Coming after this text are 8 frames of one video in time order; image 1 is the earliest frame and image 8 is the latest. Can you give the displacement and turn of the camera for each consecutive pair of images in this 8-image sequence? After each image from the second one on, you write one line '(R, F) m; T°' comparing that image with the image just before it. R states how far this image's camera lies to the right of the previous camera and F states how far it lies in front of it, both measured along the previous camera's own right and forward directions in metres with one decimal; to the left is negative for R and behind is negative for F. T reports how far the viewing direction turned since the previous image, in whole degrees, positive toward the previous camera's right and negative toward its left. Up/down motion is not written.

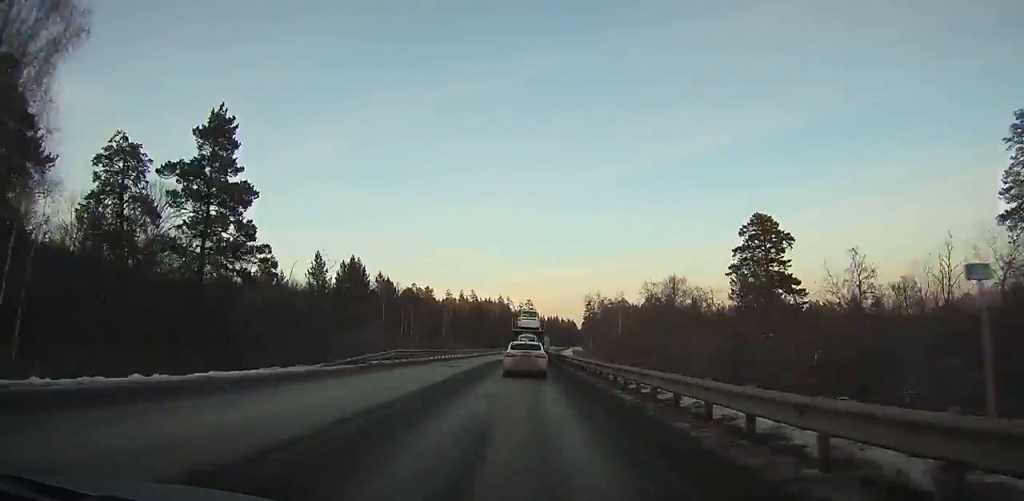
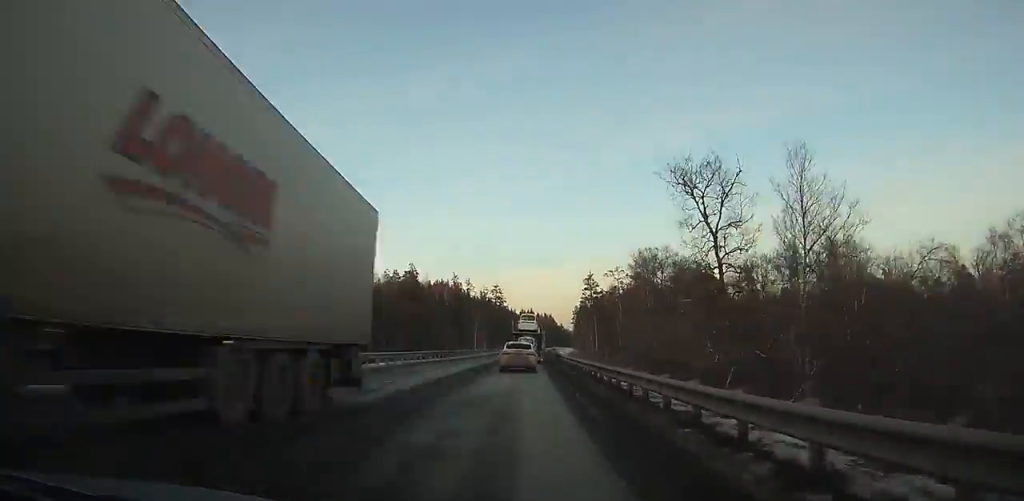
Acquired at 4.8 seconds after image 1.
(+1.9, +100.0) m; +2°
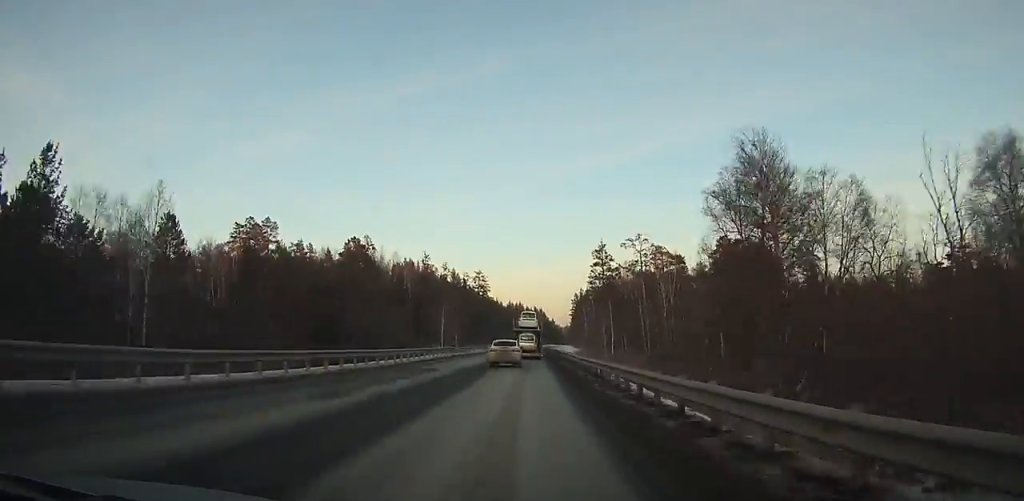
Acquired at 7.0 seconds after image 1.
(+0.3, +46.6) m; +1°
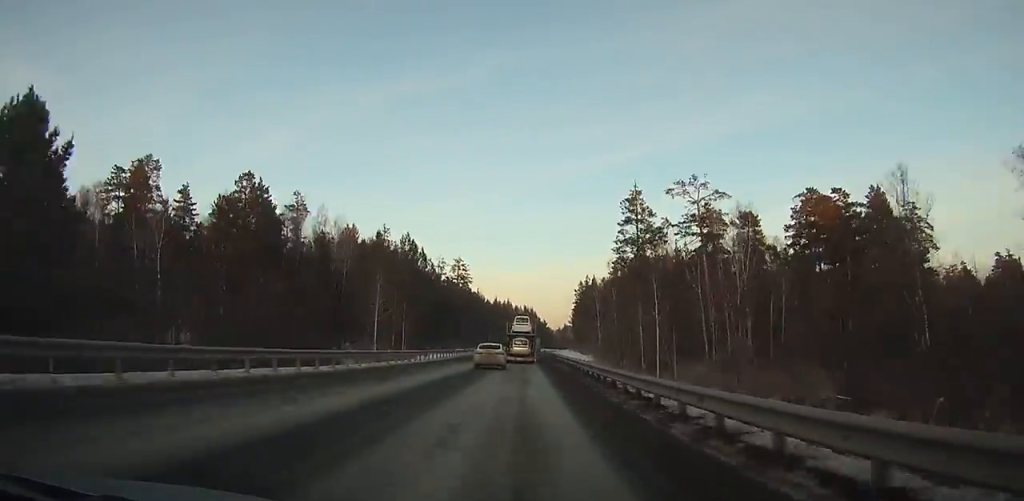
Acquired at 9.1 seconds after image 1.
(+0.2, +44.9) m; +1°
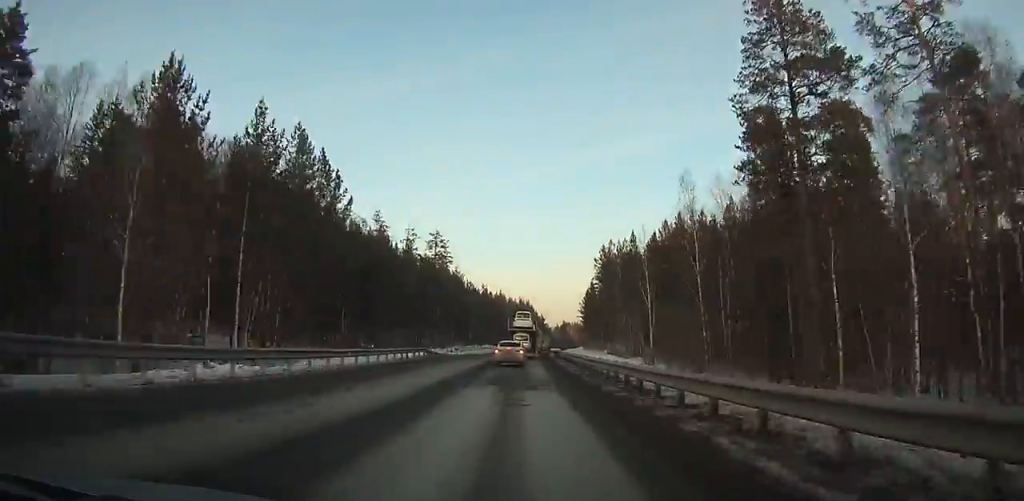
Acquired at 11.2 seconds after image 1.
(+0.4, +44.8) m; +1°
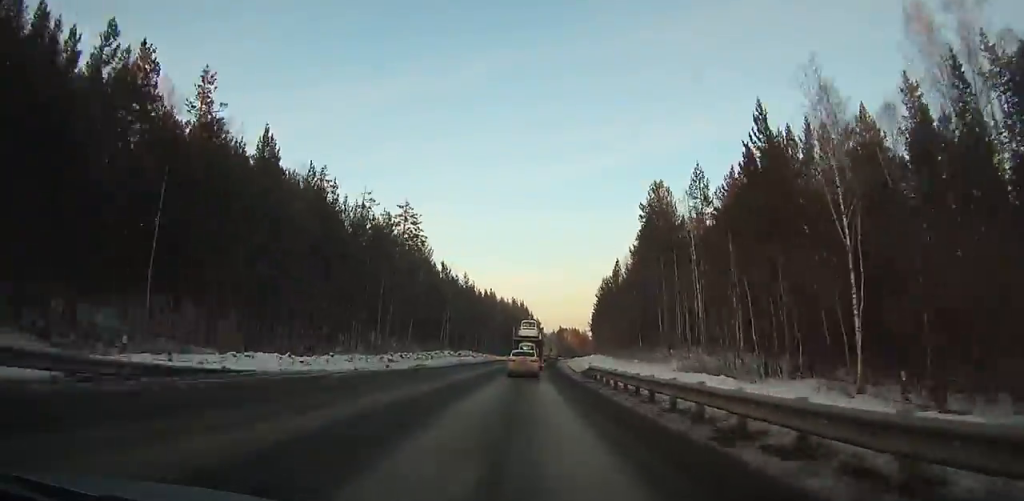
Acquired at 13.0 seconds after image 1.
(+0.1, +38.3) m; +1°
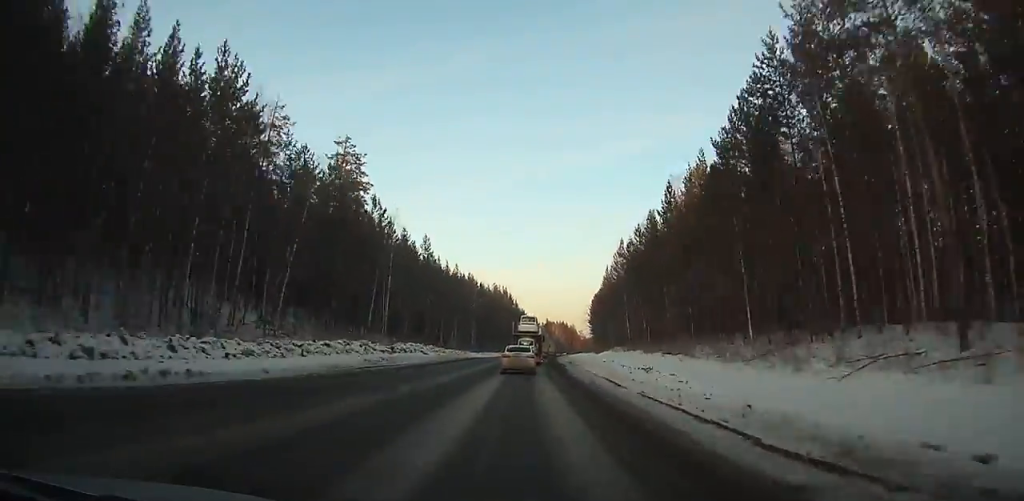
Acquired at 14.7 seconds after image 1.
(+0.5, +35.6) m; +2°
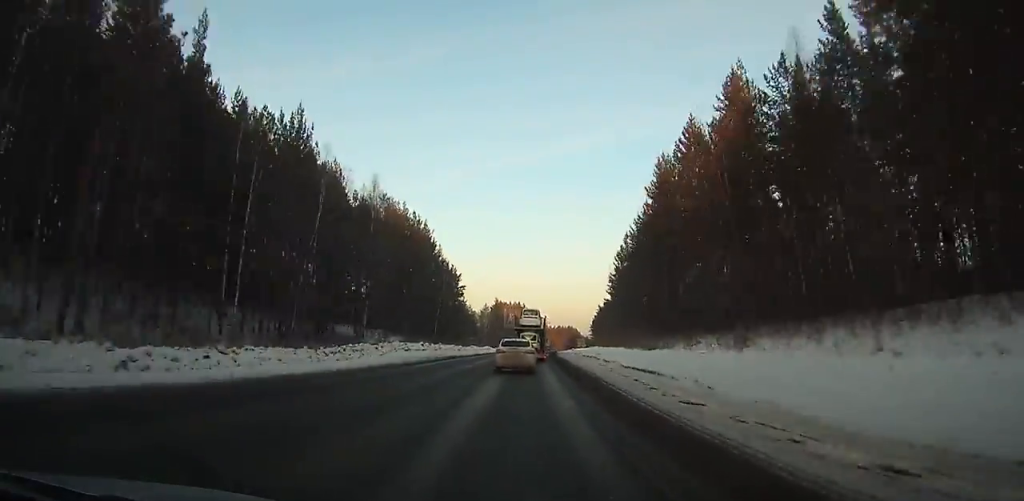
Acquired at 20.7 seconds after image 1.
(+5.6, +120.5) m; +3°
